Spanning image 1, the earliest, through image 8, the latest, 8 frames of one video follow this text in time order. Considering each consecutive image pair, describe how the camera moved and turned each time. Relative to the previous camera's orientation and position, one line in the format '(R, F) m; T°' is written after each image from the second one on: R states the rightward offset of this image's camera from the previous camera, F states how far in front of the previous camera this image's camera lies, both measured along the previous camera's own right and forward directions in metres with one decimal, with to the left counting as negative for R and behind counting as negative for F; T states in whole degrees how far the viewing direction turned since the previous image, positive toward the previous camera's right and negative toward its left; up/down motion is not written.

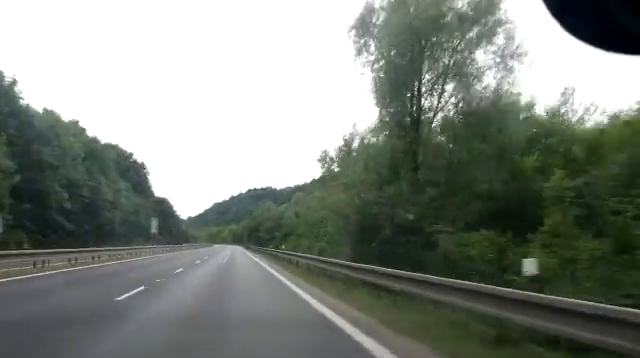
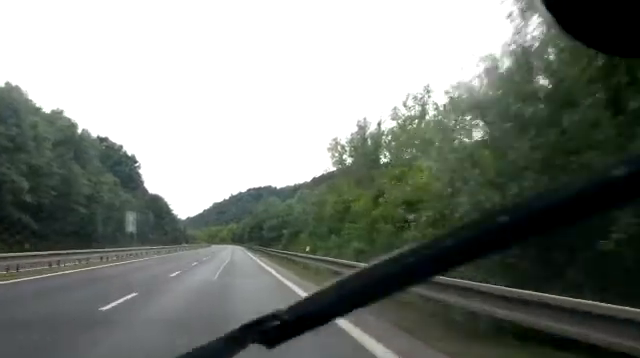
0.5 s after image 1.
(+0.2, +10.3) m; 0°
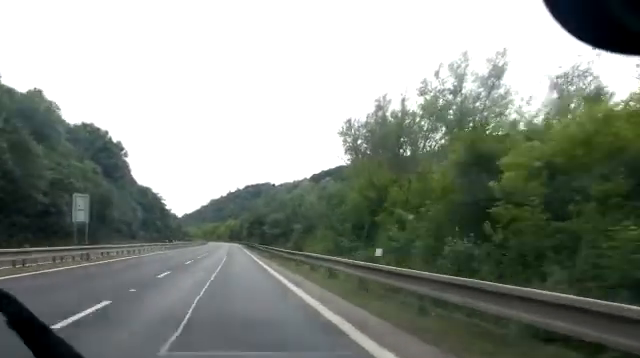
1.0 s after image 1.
(+0.3, +11.1) m; 0°
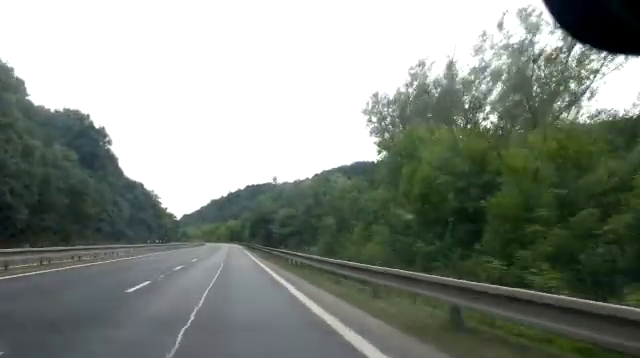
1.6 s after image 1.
(-0.3, +13.3) m; 0°
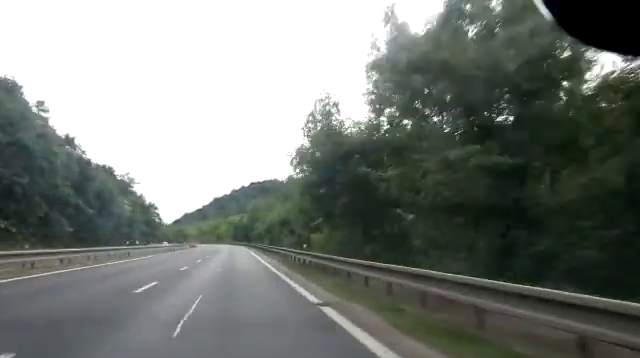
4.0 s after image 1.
(+0.4, +54.3) m; +1°
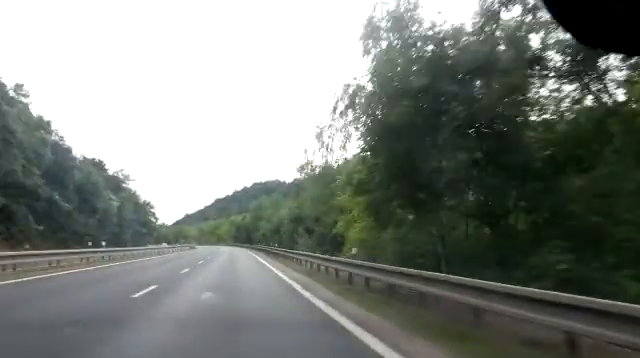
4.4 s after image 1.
(0.0, +9.8) m; 0°
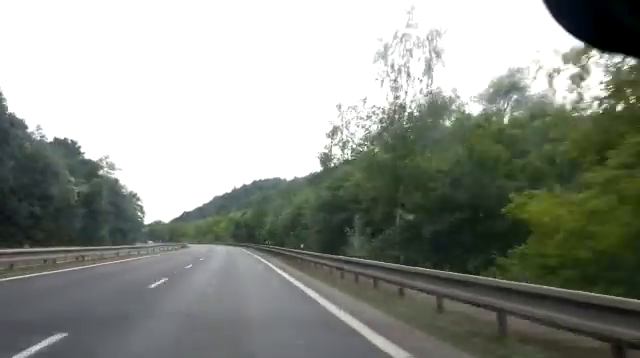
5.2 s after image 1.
(0.0, +16.6) m; 0°
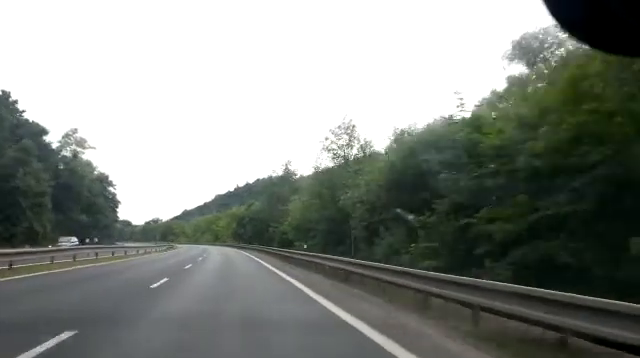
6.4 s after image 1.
(-0.1, +27.5) m; 0°
